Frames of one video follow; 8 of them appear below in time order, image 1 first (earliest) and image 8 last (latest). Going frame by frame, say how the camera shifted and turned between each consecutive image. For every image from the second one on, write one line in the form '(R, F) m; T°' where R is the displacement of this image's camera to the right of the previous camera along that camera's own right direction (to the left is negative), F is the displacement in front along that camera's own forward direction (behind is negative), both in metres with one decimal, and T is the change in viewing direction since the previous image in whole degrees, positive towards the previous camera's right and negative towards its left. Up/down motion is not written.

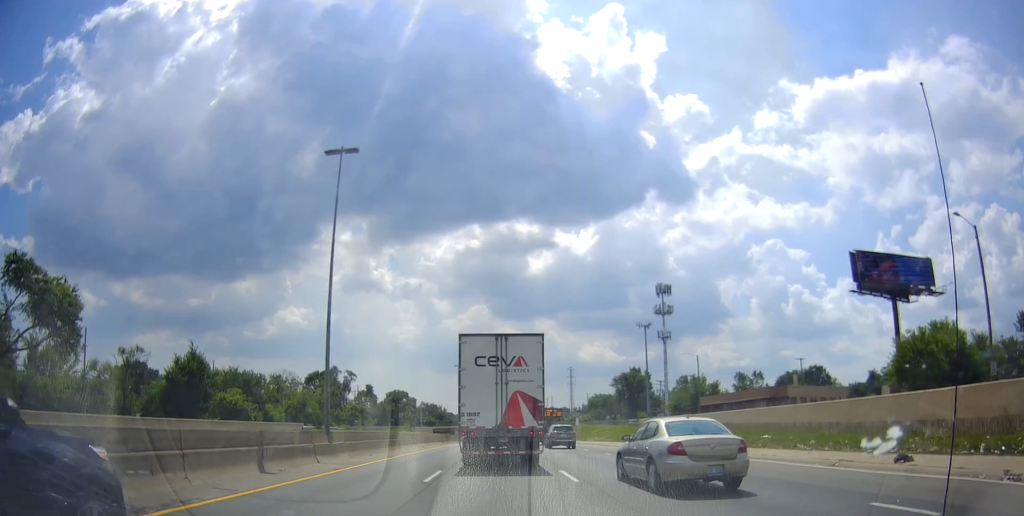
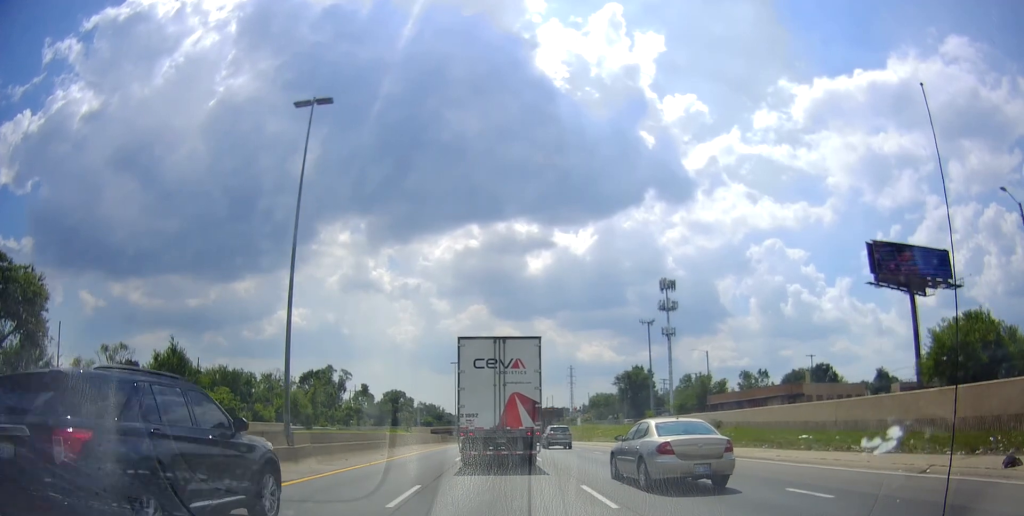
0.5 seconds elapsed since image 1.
(0.0, +4.8) m; 0°
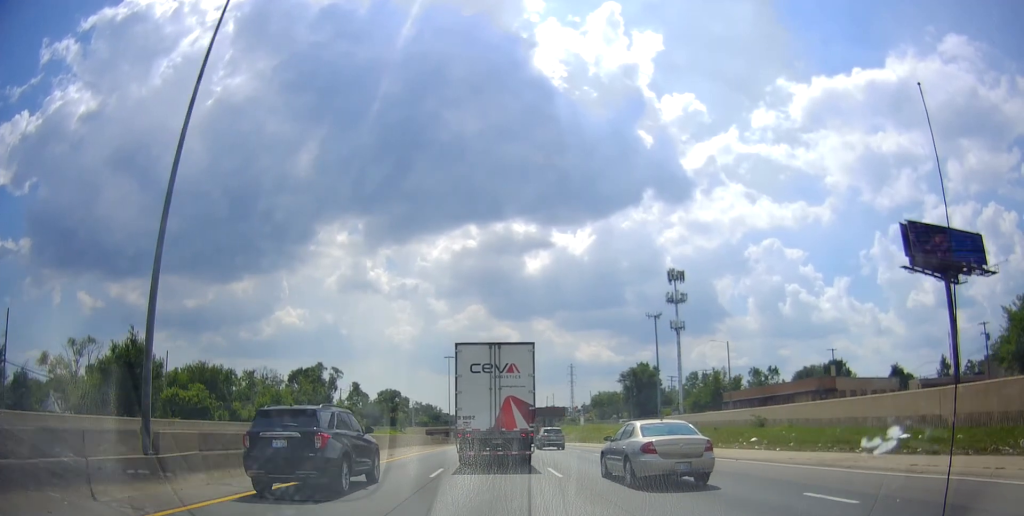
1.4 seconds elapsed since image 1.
(0.0, +8.6) m; 0°
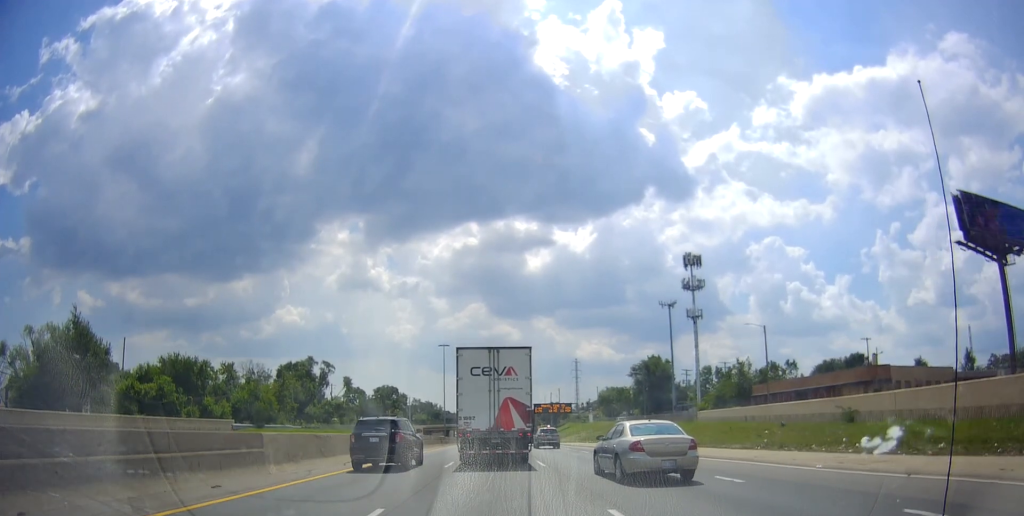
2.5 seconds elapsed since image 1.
(0.0, +10.6) m; 0°
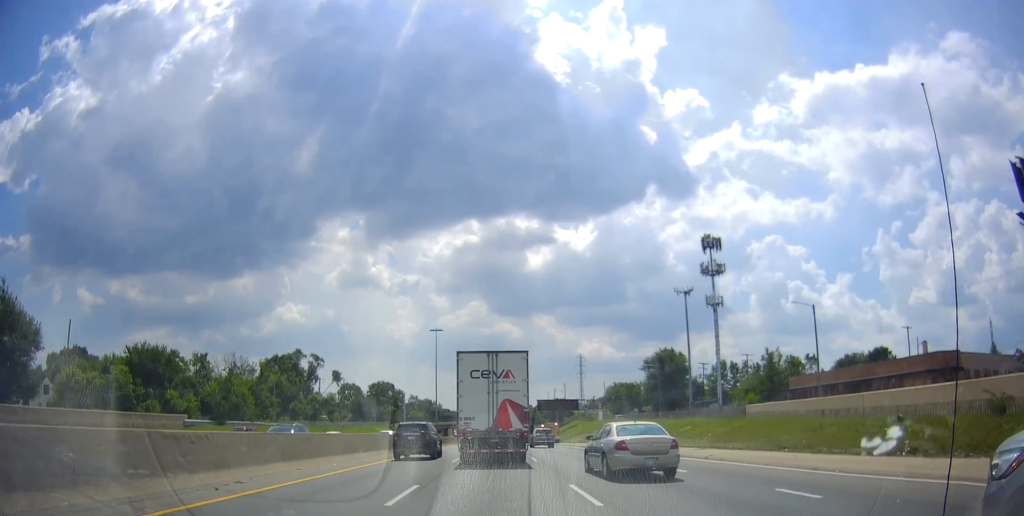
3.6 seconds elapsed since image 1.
(0.0, +10.9) m; 0°
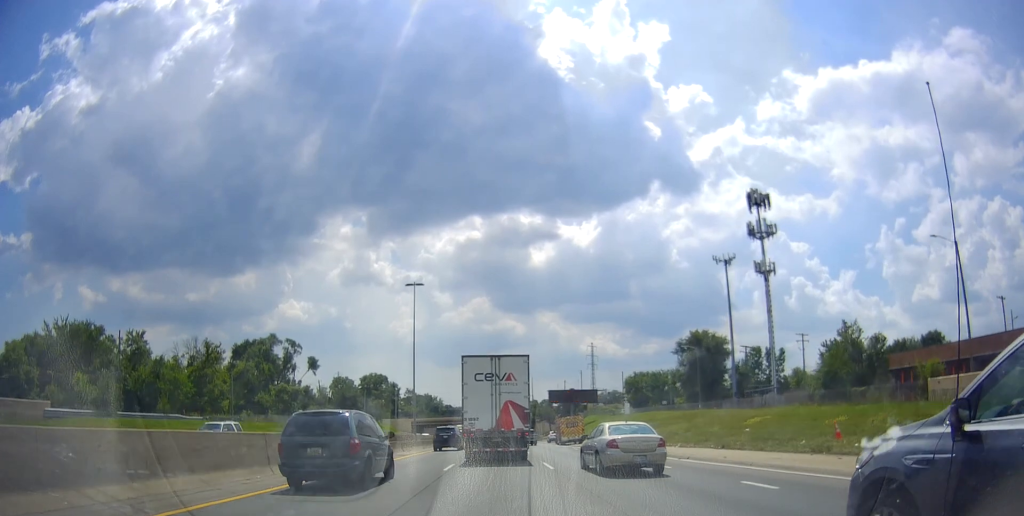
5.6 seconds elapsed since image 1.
(0.0, +20.4) m; 0°
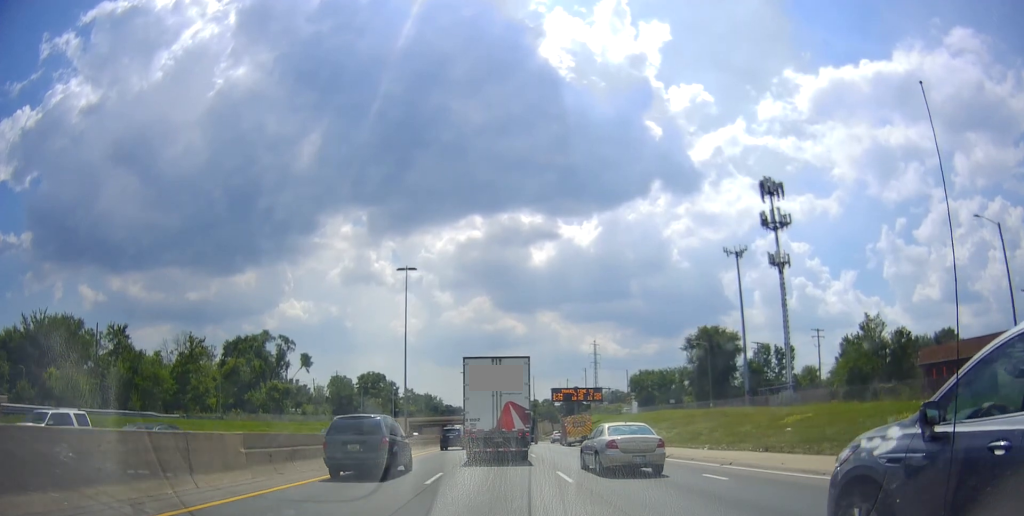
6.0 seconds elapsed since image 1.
(0.0, +4.7) m; 0°
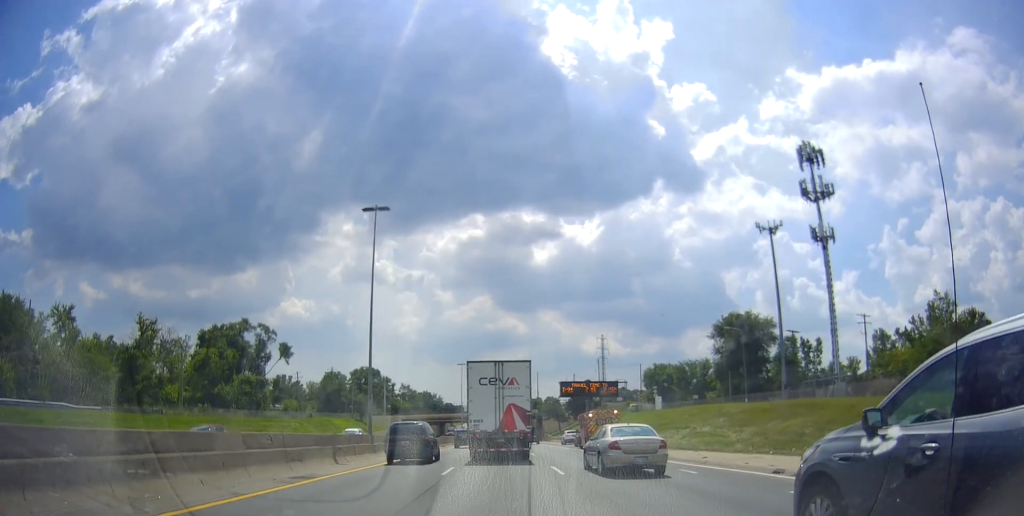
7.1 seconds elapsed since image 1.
(0.0, +12.1) m; 0°
